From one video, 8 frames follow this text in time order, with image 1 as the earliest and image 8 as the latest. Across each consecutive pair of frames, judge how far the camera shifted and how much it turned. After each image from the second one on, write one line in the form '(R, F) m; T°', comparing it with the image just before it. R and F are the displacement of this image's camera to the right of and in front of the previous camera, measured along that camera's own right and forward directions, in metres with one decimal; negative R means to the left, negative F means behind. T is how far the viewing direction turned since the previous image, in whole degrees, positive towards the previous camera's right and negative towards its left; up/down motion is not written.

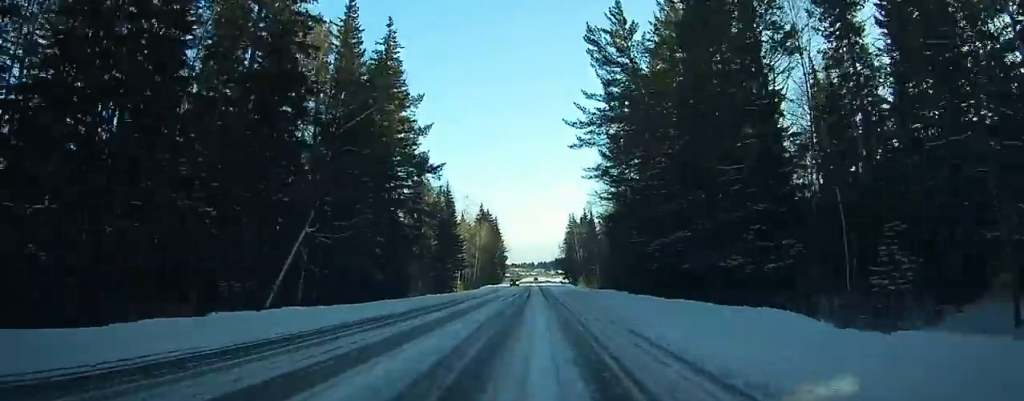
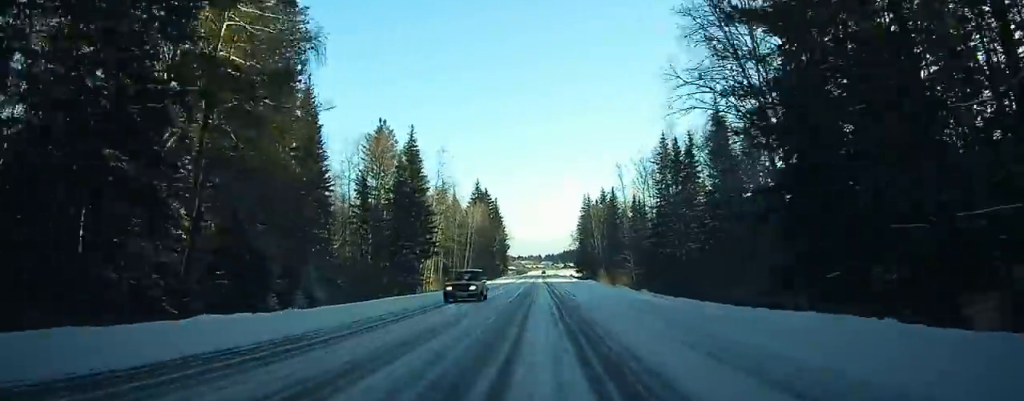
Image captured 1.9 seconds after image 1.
(-0.4, +36.6) m; -1°
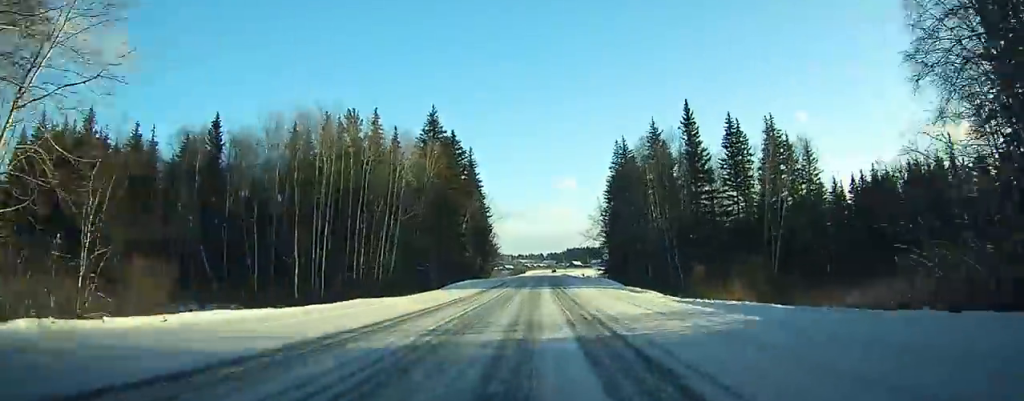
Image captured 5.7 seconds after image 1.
(+0.2, +72.6) m; +1°
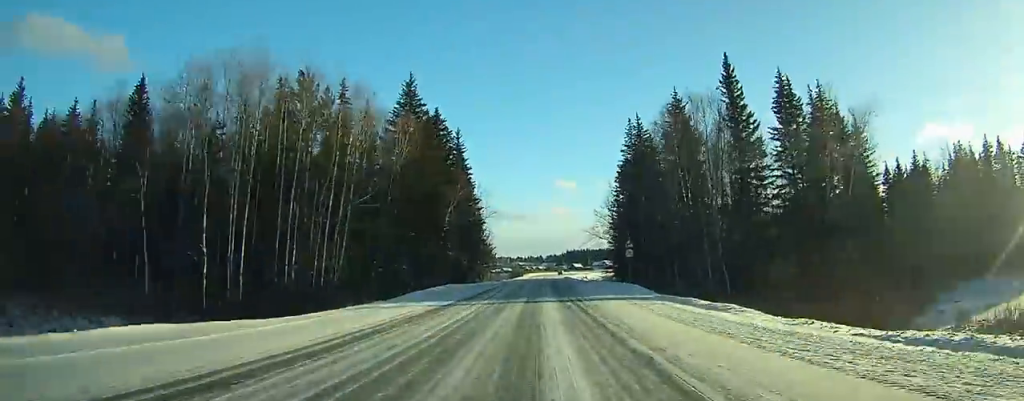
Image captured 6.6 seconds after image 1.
(+0.3, +16.8) m; 0°
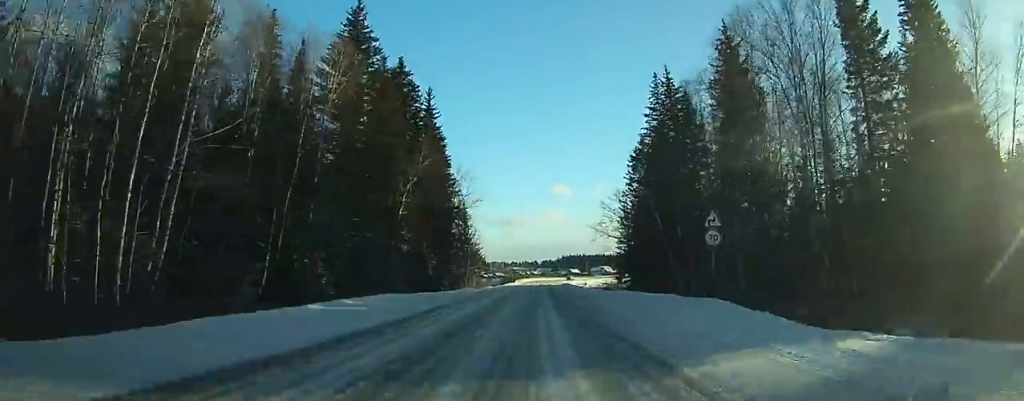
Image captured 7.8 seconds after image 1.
(-0.1, +23.3) m; 0°
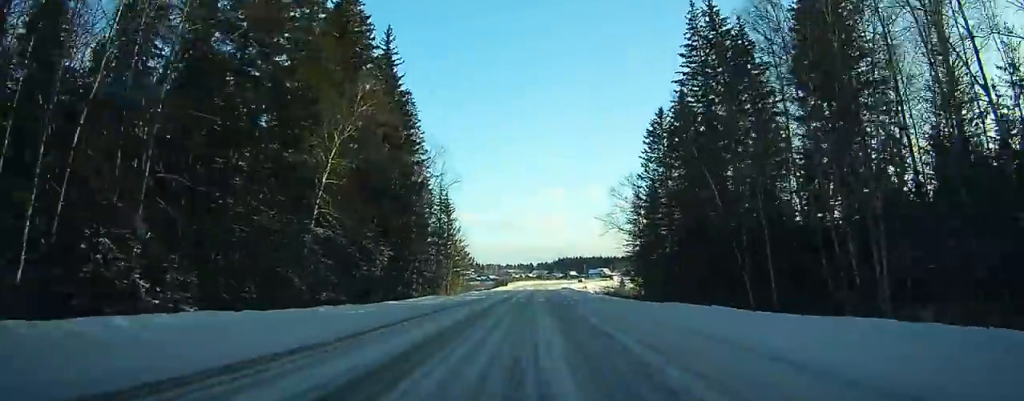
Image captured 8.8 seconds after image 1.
(-0.1, +19.4) m; 0°
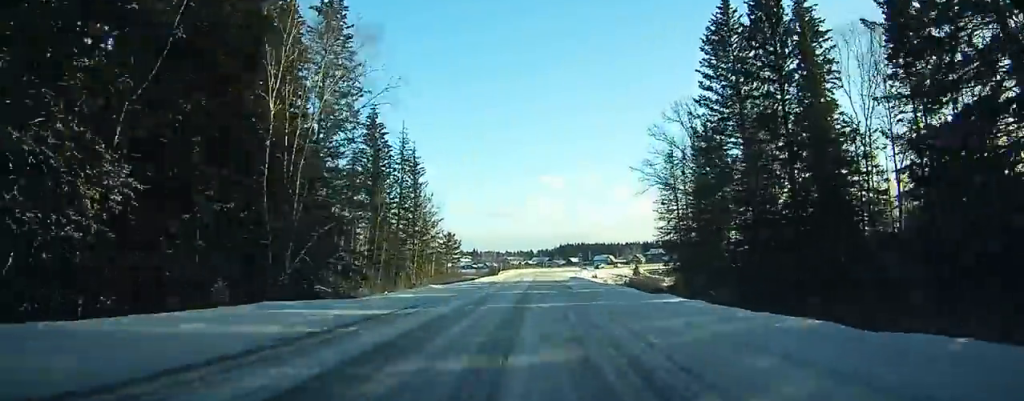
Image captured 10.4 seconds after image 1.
(-0.1, +30.6) m; 0°
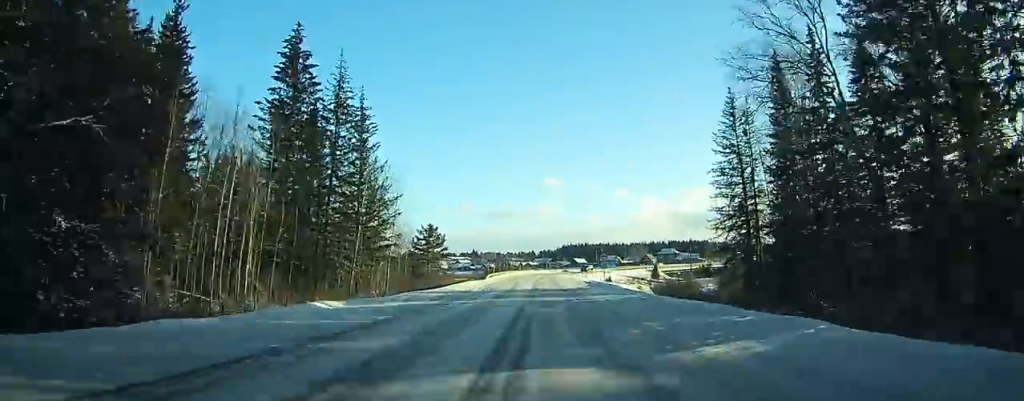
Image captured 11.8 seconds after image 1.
(-0.1, +26.1) m; 0°
